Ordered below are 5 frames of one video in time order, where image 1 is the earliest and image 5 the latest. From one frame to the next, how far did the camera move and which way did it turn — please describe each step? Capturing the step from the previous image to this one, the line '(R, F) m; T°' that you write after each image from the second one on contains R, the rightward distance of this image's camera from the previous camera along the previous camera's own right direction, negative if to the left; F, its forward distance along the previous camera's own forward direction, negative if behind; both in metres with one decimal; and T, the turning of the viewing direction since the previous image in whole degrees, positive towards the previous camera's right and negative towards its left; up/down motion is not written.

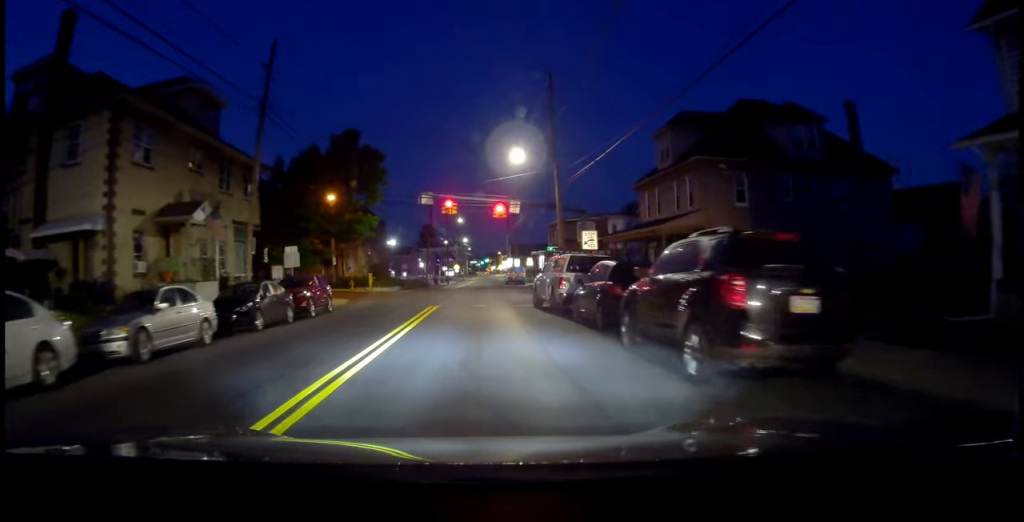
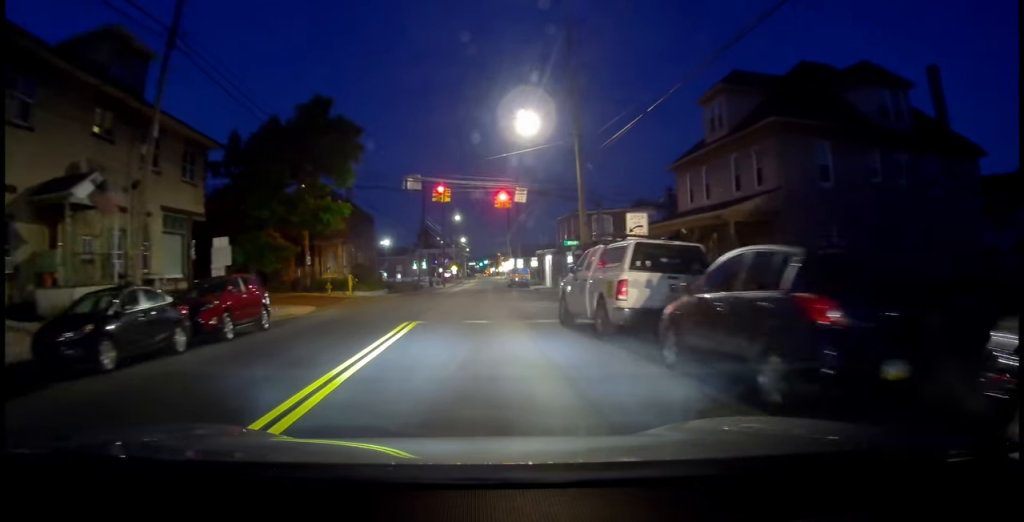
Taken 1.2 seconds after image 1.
(+0.3, +7.5) m; 0°
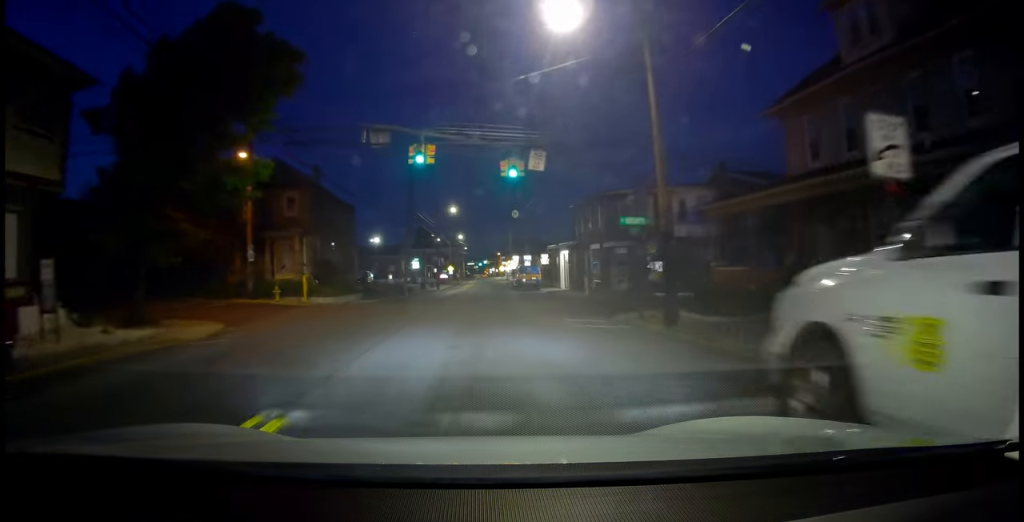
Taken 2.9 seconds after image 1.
(0.0, +10.7) m; 0°
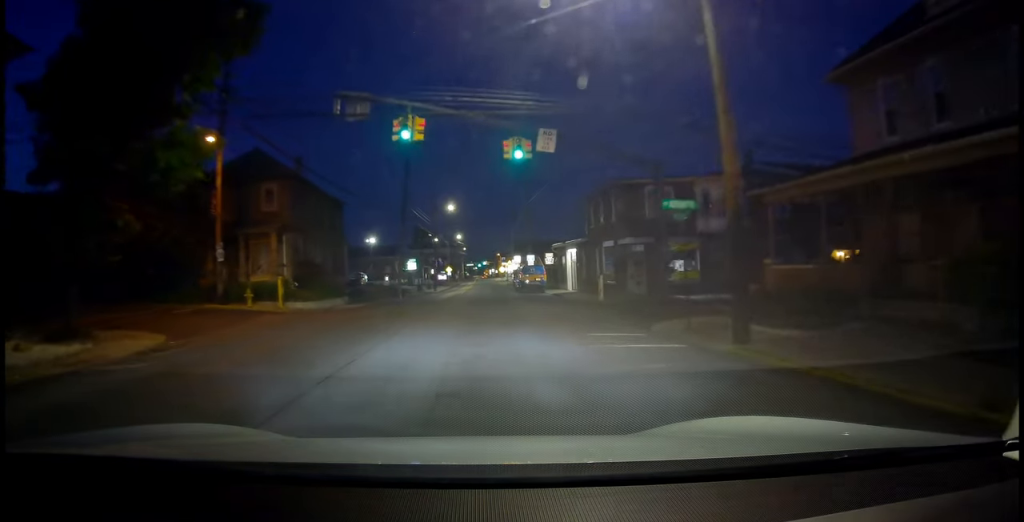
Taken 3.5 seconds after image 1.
(-0.2, +3.9) m; 0°
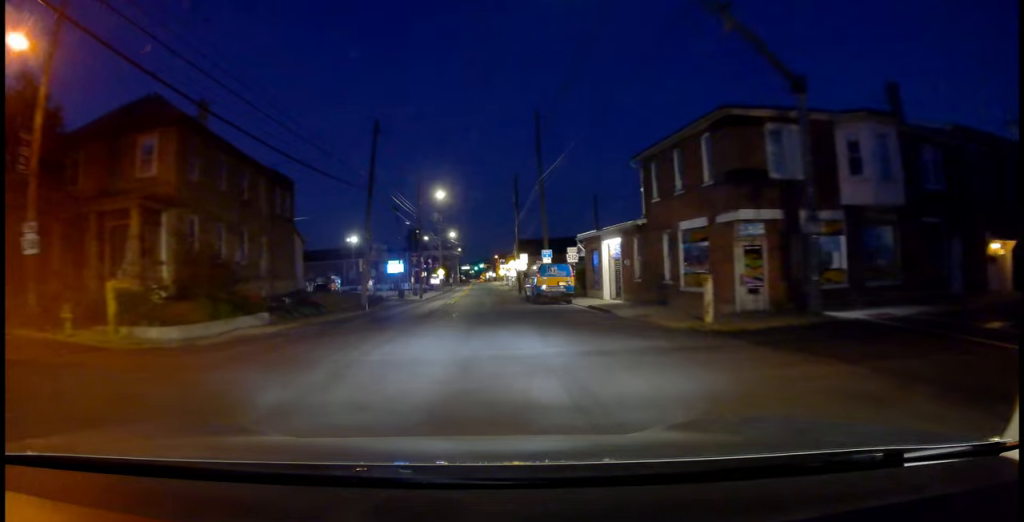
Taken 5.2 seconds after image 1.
(+0.3, +12.6) m; +3°
